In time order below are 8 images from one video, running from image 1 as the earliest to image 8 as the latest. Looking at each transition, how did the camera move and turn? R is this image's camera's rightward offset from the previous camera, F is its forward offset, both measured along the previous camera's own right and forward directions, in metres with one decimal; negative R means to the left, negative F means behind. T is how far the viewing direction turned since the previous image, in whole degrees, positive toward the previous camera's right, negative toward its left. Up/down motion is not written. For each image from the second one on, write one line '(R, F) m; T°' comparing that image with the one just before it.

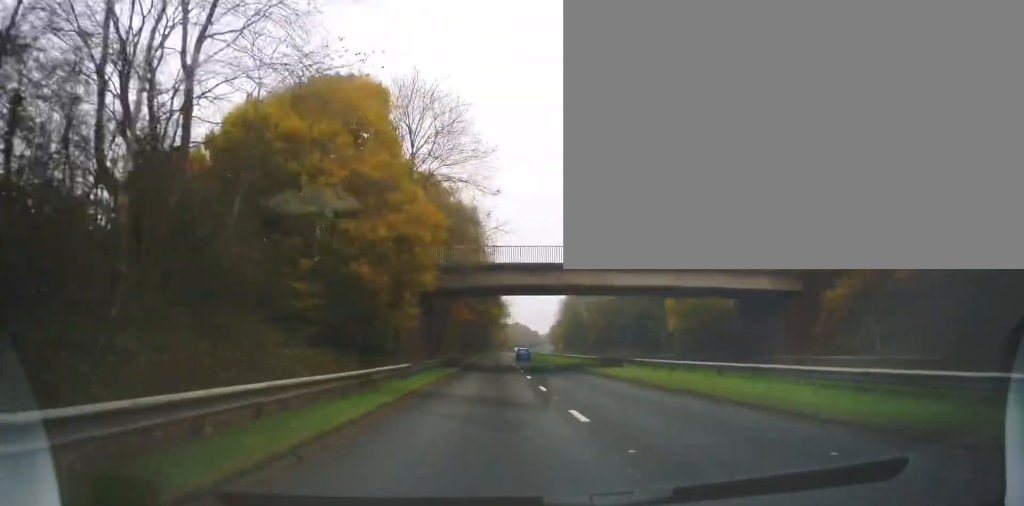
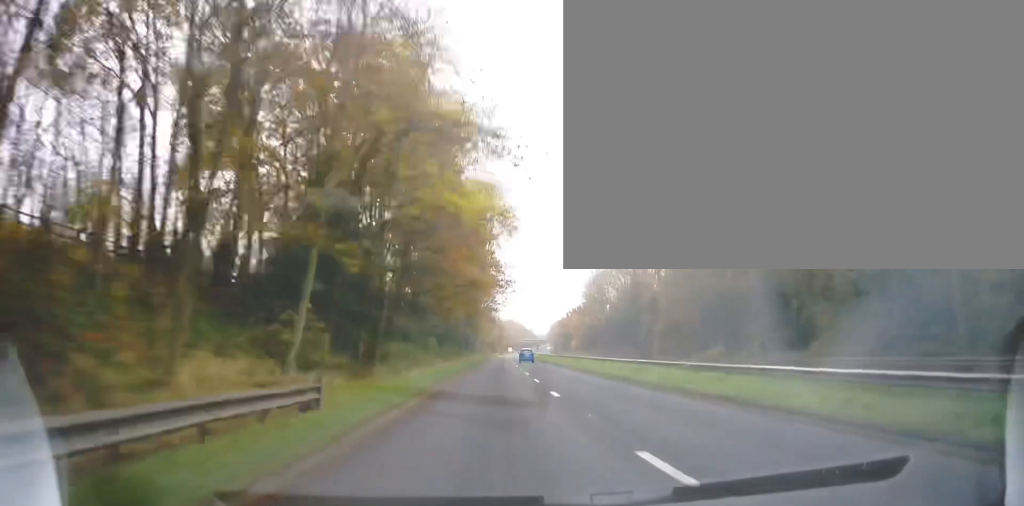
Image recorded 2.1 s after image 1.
(+1.4, +58.3) m; +1°
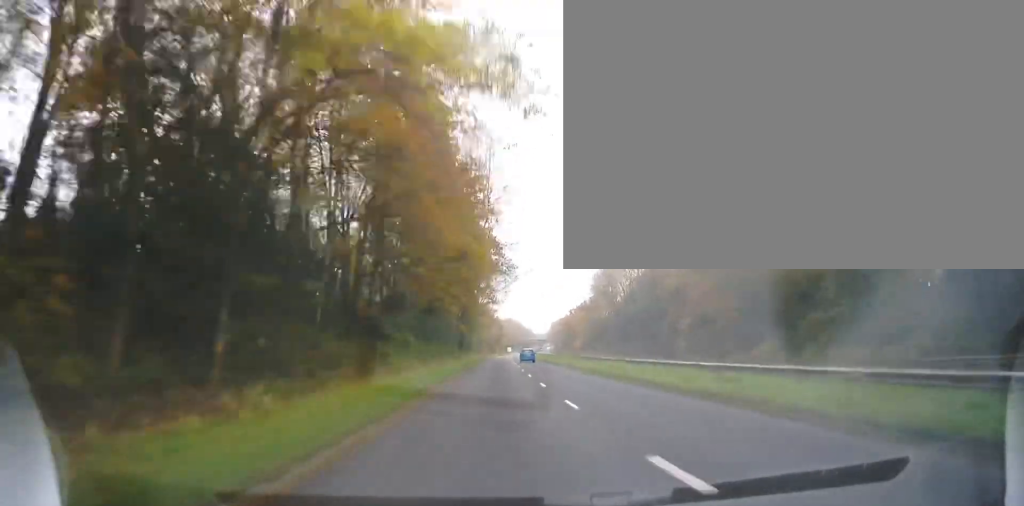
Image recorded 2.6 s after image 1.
(-0.1, +11.9) m; 0°
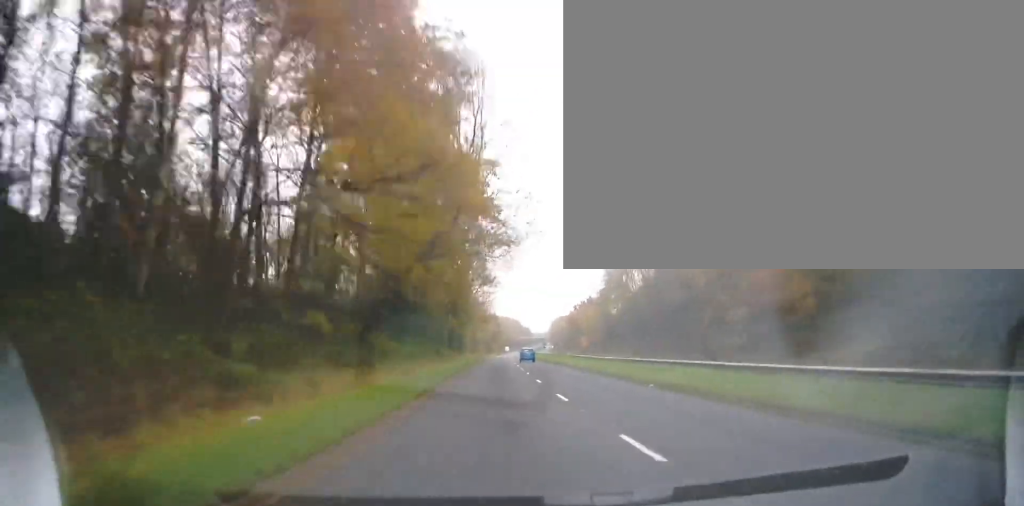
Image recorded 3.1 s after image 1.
(-0.1, +15.5) m; 0°
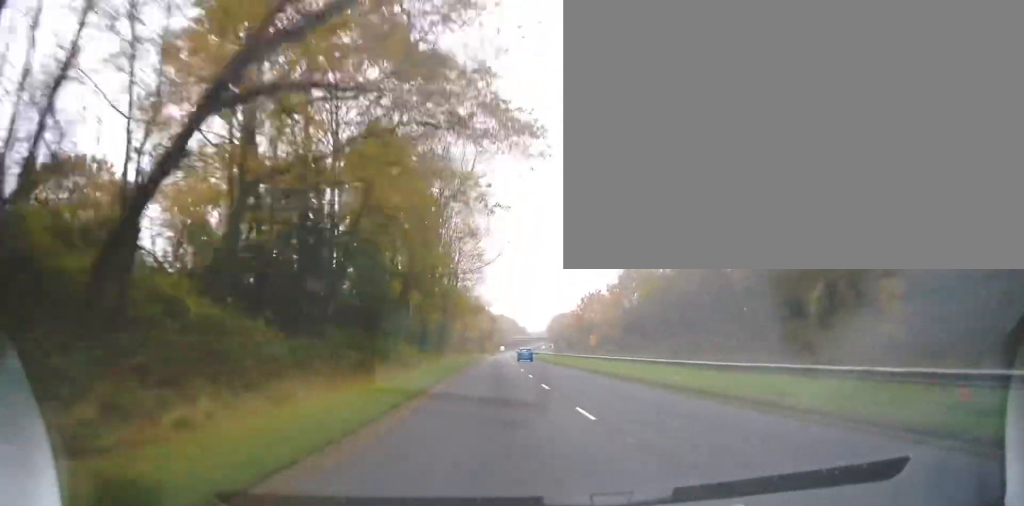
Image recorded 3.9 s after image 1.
(+0.2, +22.0) m; +1°
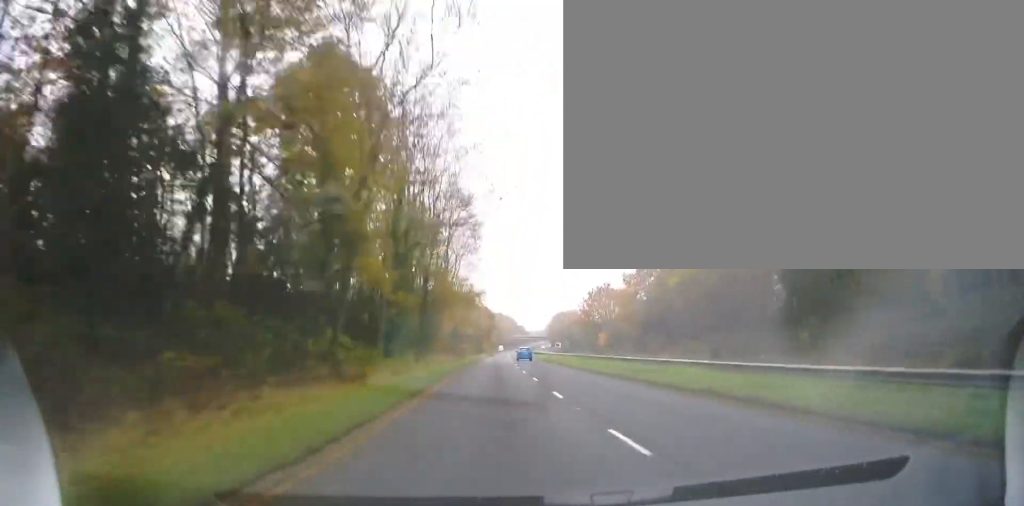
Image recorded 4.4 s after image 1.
(0.0, +12.8) m; 0°
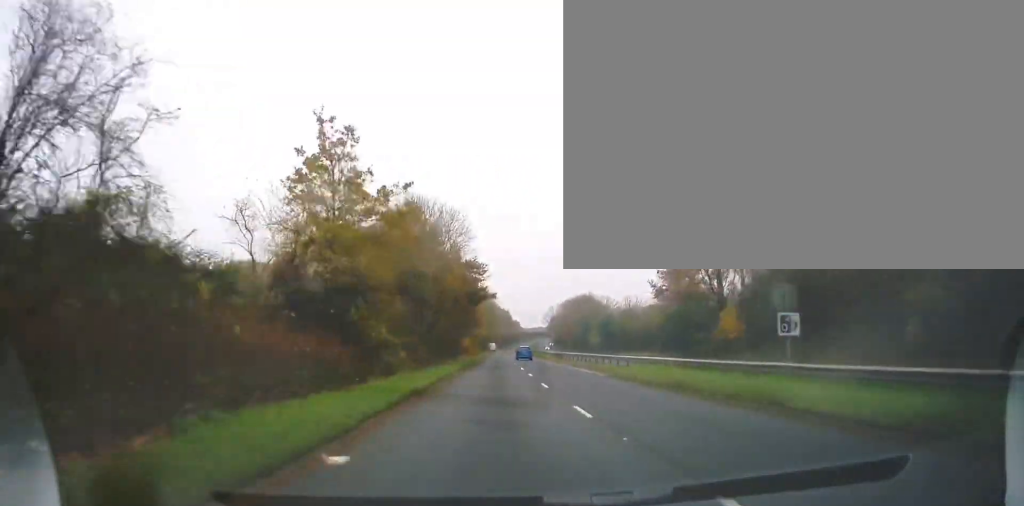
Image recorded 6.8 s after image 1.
(+0.3, +65.3) m; 0°
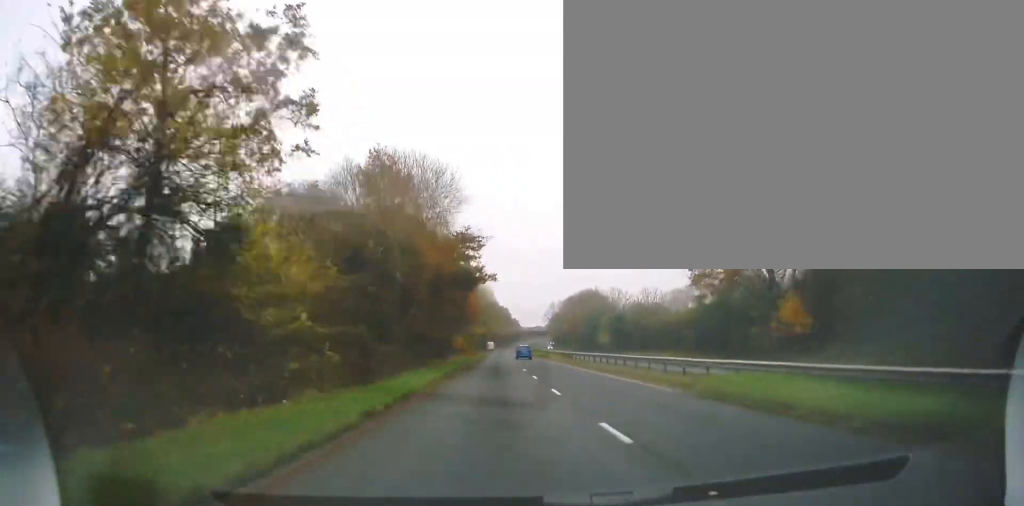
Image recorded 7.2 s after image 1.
(0.0, +12.9) m; 0°
